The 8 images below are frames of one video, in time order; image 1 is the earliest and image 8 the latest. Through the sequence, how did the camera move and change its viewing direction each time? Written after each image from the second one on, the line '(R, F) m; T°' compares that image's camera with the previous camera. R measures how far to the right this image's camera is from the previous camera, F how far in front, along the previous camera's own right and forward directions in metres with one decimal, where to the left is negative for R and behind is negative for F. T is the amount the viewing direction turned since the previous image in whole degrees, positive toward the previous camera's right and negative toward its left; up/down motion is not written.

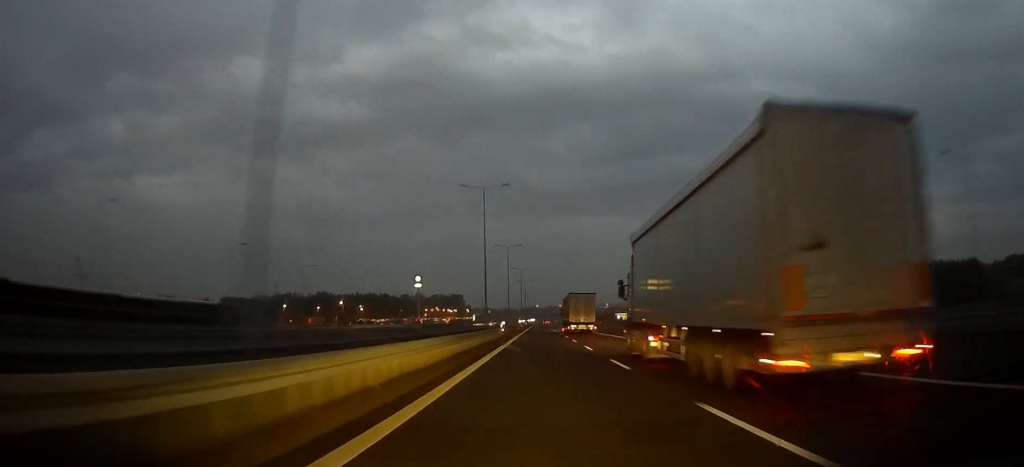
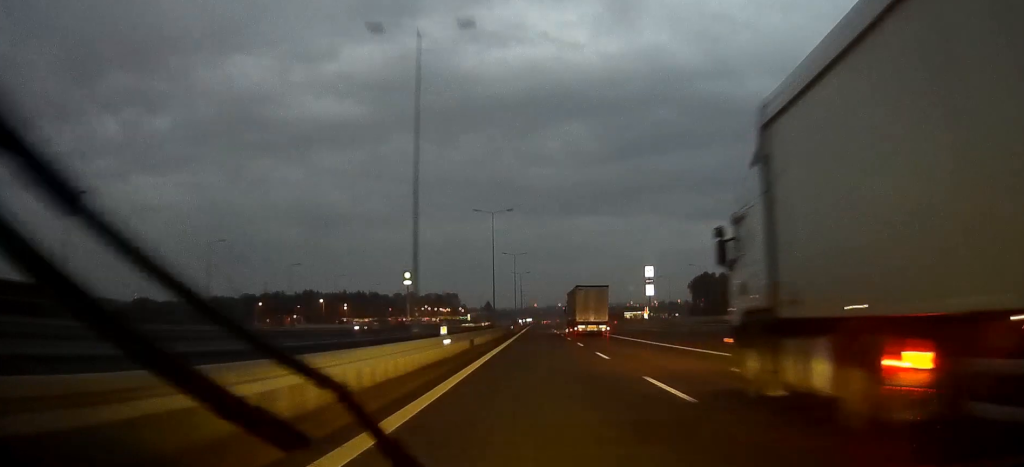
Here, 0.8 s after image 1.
(0.0, +24.1) m; 0°
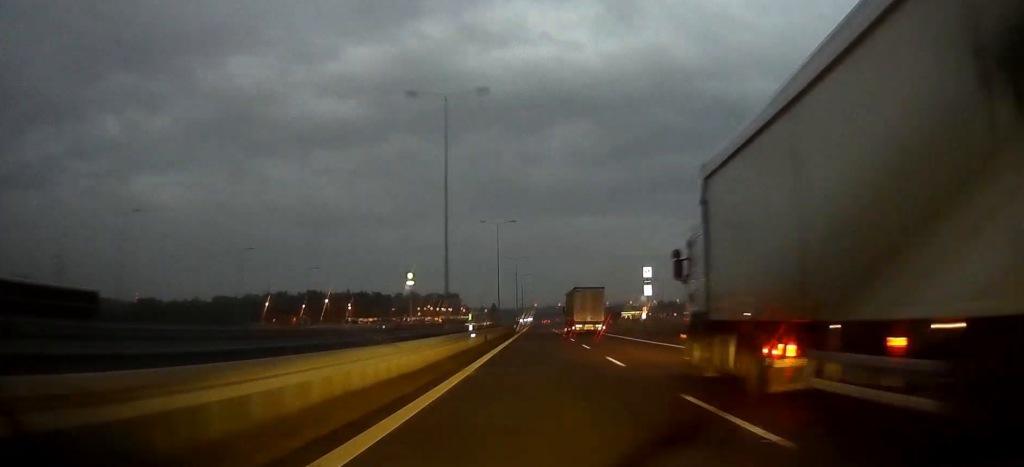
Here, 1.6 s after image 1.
(0.0, +27.8) m; 0°
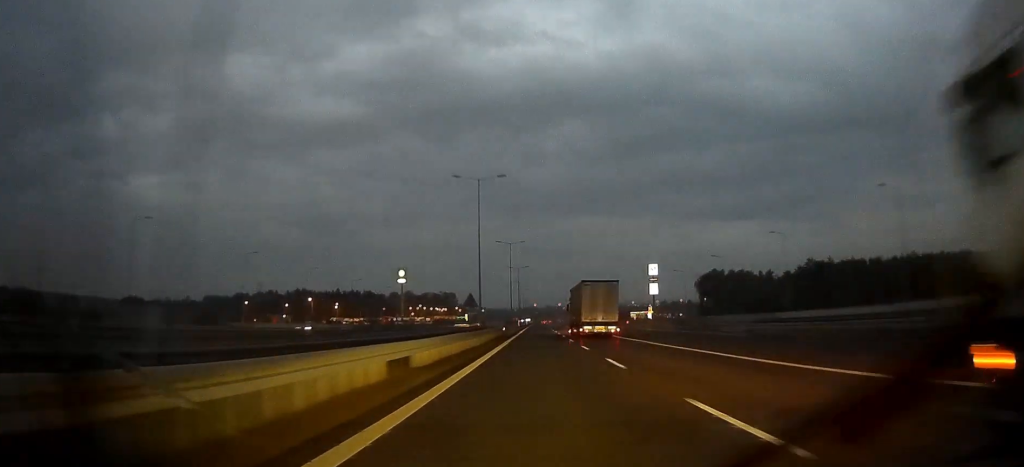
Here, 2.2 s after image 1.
(0.0, +23.0) m; 0°
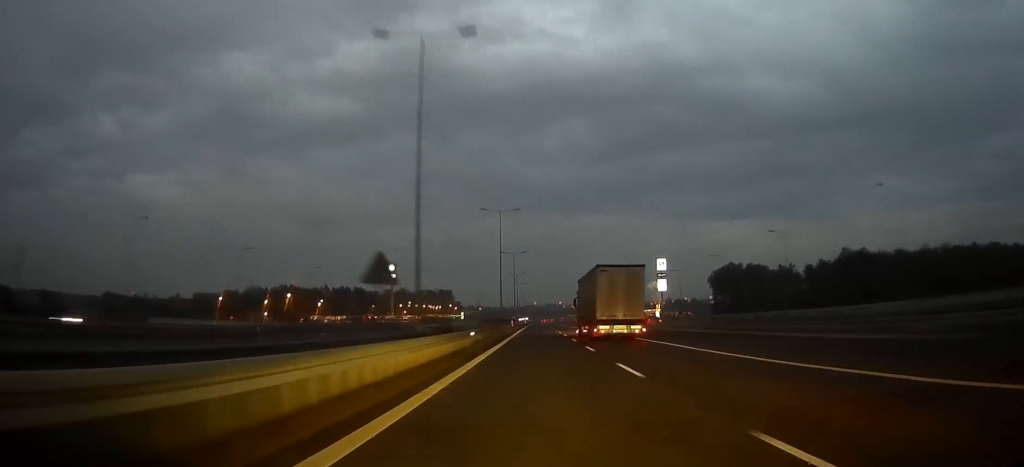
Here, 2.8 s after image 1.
(0.0, +26.3) m; 0°
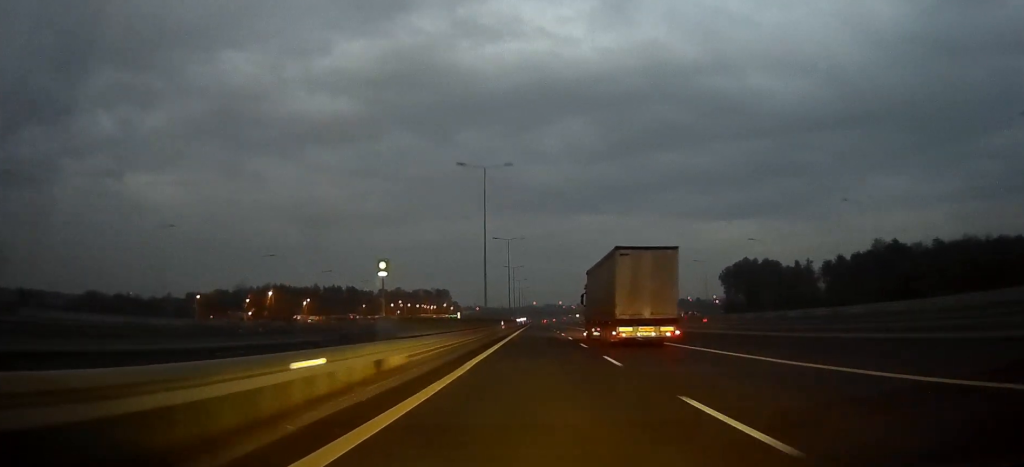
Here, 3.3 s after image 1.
(0.0, +20.3) m; 0°
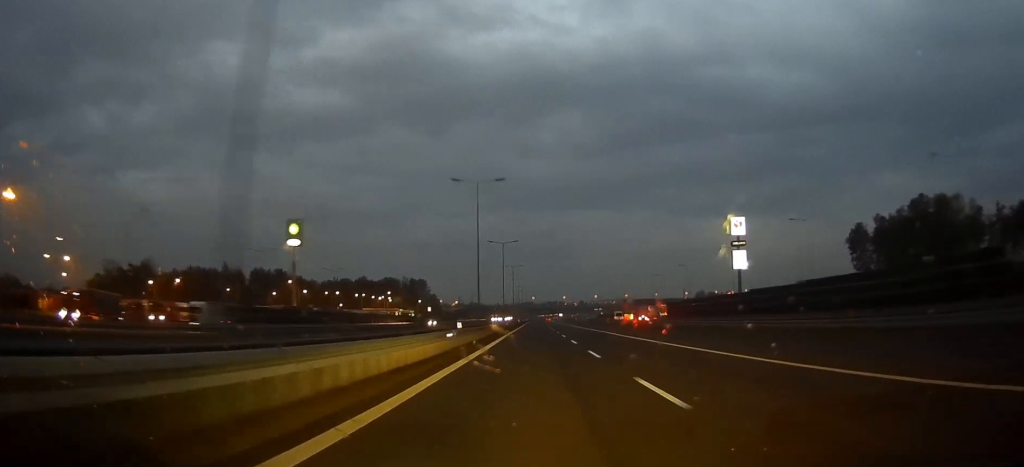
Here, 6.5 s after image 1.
(+0.1, +130.8) m; 0°
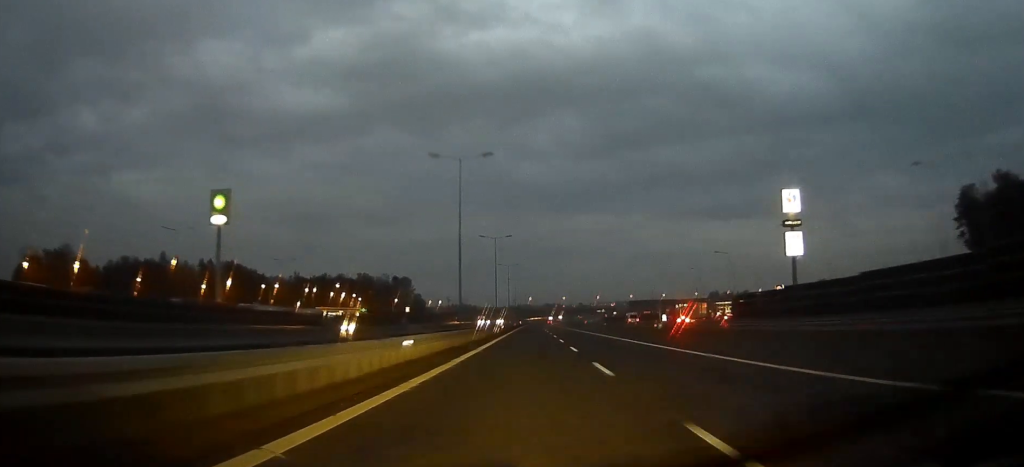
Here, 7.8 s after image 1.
(+1.6, +54.3) m; +4°
